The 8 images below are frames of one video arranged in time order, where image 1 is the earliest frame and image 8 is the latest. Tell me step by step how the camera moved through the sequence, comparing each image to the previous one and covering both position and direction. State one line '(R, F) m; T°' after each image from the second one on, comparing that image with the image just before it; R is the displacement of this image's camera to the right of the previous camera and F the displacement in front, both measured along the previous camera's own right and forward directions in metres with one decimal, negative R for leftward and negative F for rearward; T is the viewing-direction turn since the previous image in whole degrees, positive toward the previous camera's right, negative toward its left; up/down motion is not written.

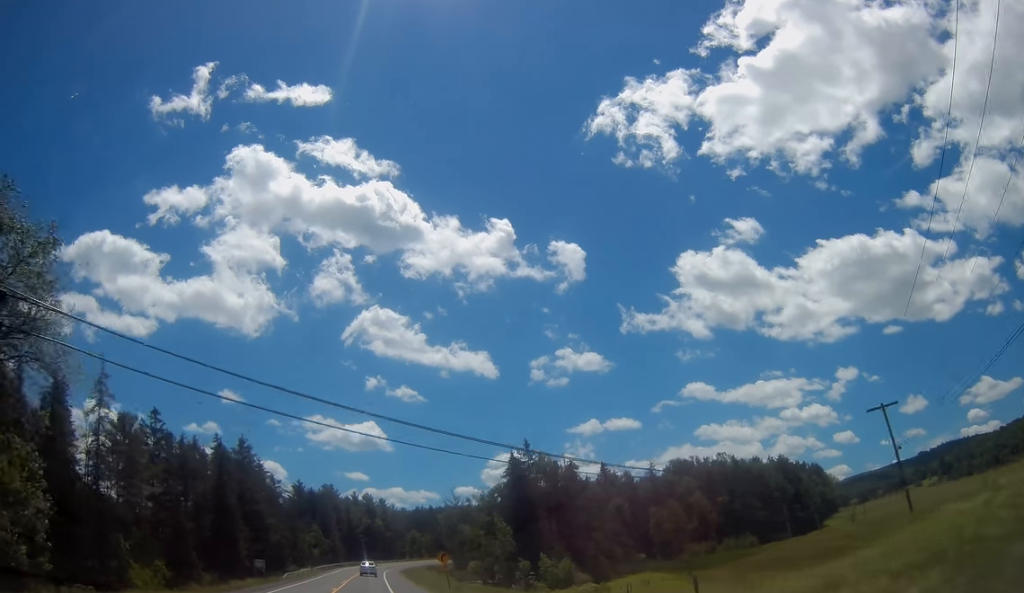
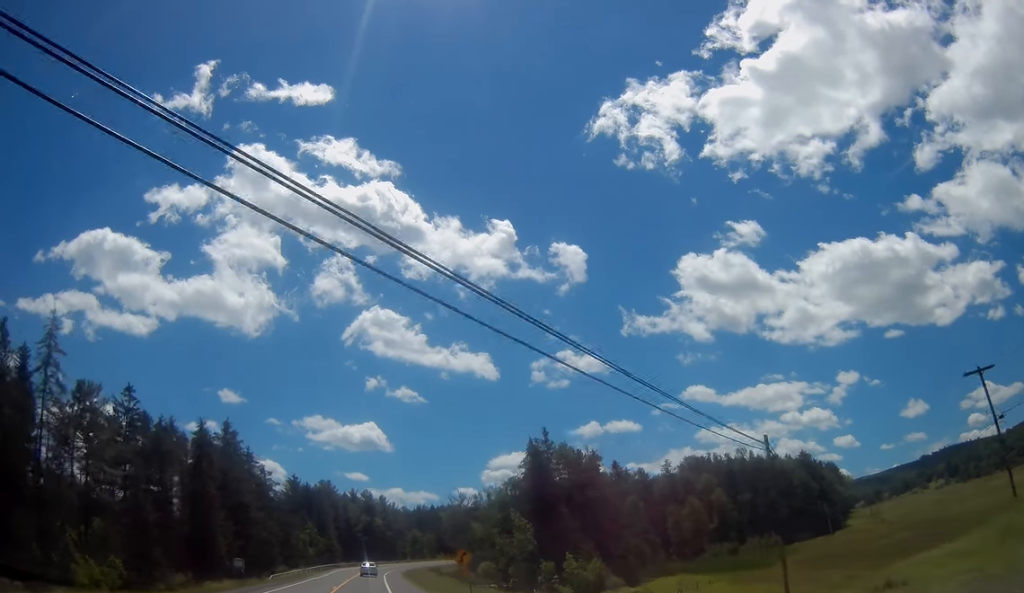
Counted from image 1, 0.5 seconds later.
(-0.1, +10.5) m; 0°
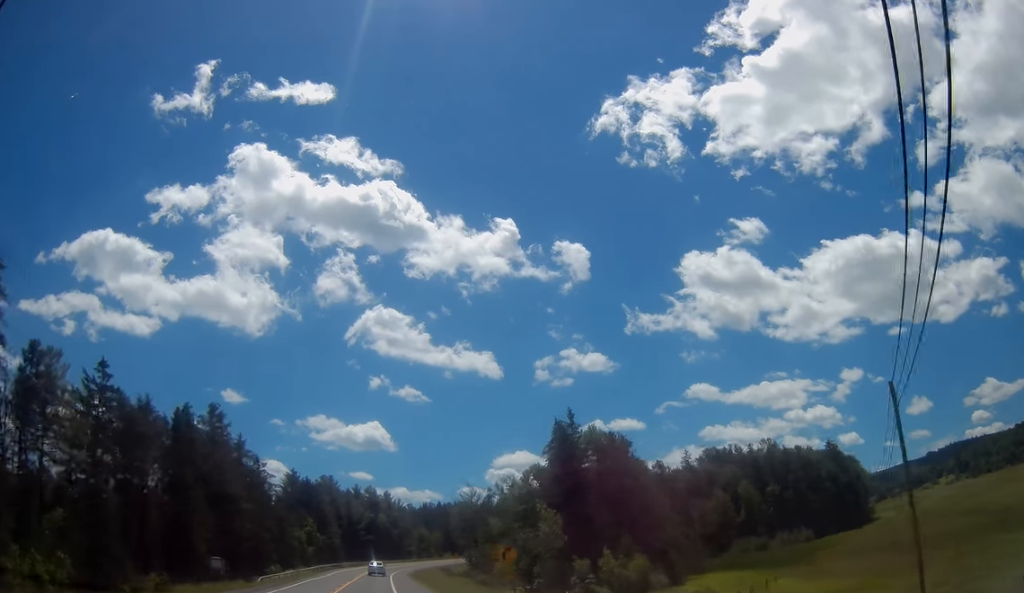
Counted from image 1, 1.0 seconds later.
(0.0, +9.8) m; 0°
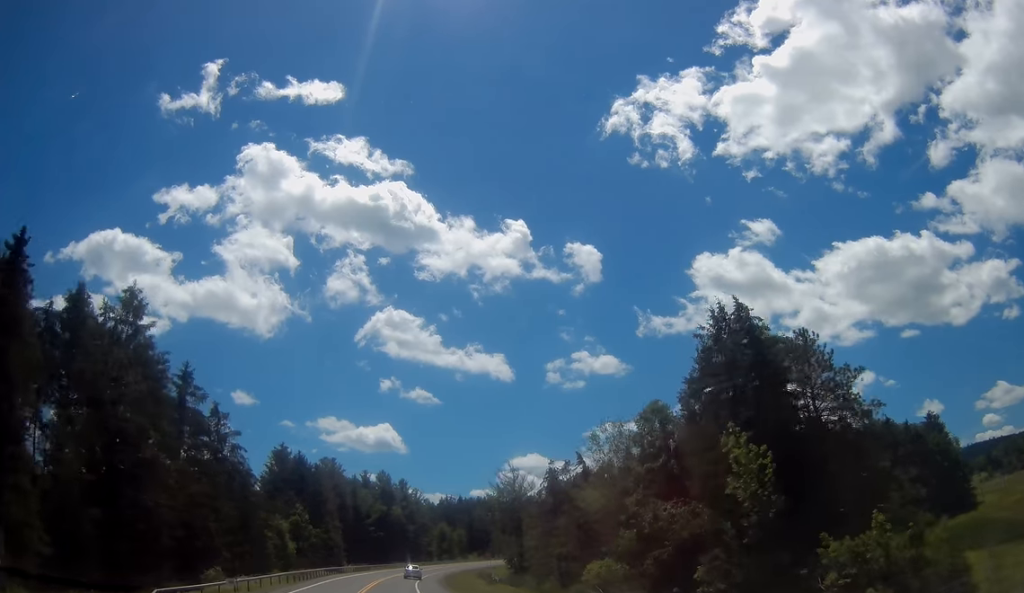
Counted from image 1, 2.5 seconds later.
(-0.4, +32.5) m; -1°
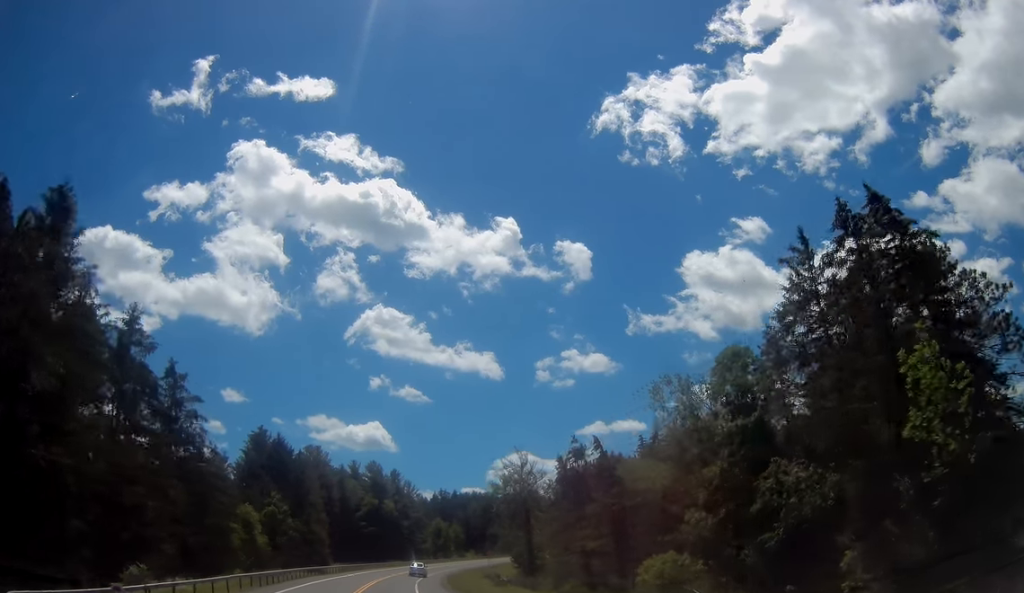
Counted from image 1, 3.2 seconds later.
(+0.2, +12.9) m; +1°
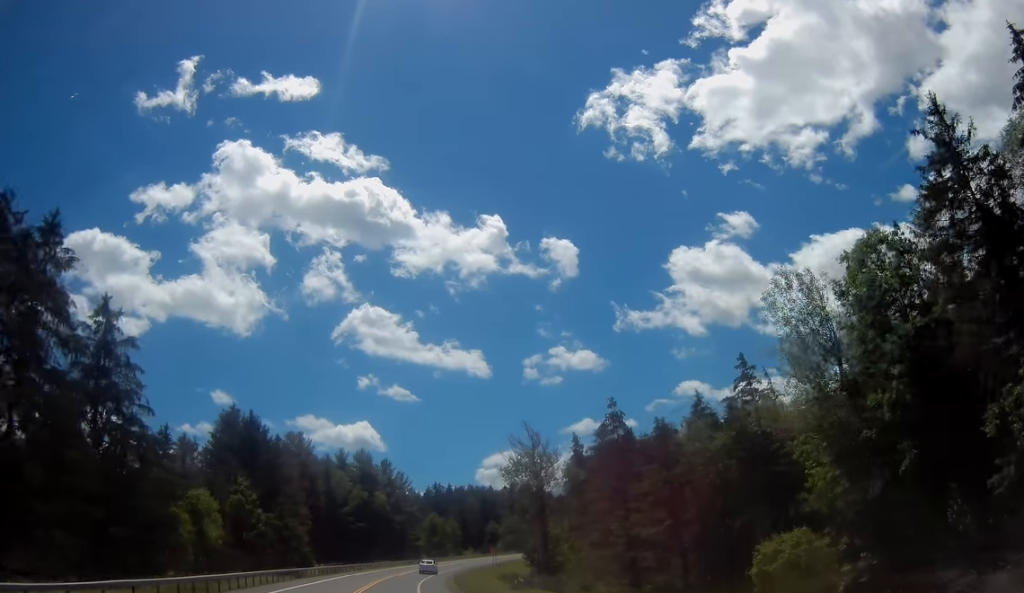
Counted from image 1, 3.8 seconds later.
(+0.1, +13.6) m; +1°
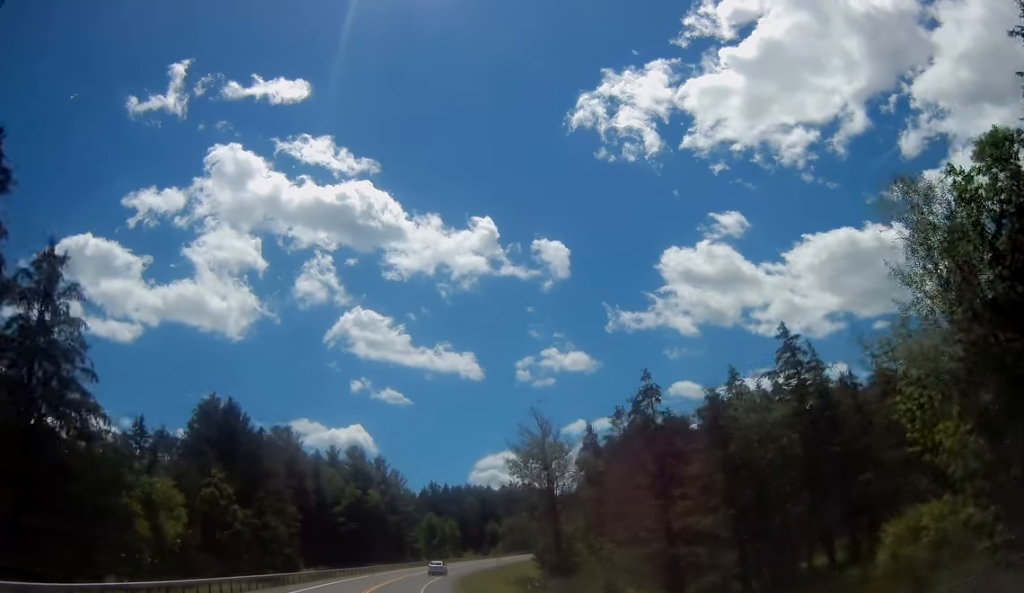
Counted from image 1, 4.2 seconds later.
(-0.1, +8.2) m; +1°
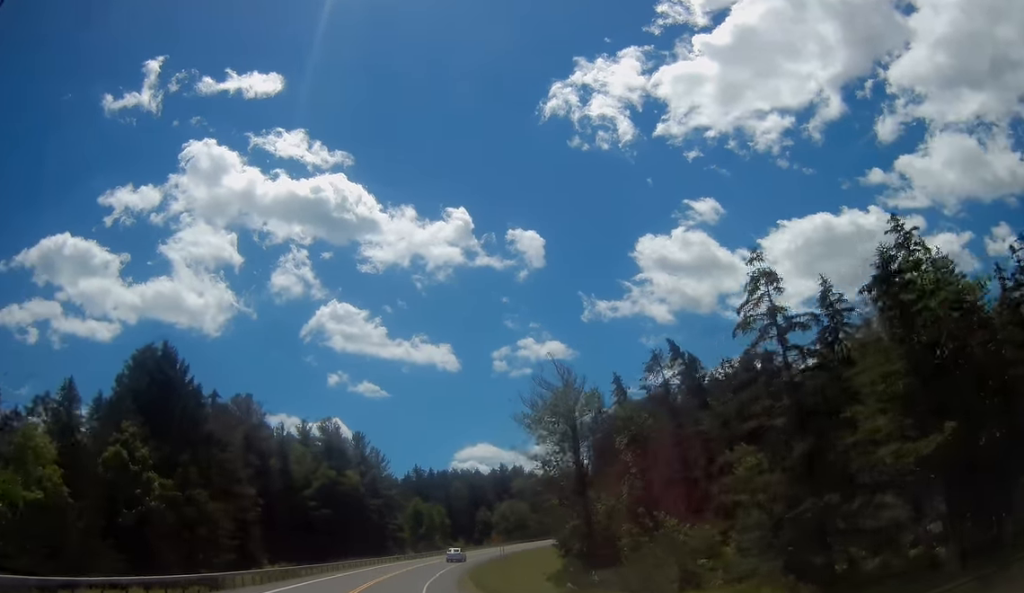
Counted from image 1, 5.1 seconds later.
(+0.4, +17.0) m; +2°
